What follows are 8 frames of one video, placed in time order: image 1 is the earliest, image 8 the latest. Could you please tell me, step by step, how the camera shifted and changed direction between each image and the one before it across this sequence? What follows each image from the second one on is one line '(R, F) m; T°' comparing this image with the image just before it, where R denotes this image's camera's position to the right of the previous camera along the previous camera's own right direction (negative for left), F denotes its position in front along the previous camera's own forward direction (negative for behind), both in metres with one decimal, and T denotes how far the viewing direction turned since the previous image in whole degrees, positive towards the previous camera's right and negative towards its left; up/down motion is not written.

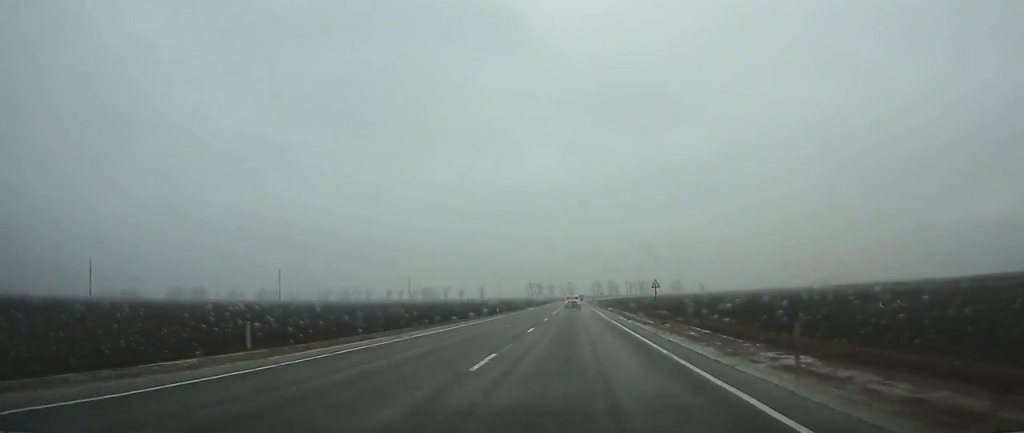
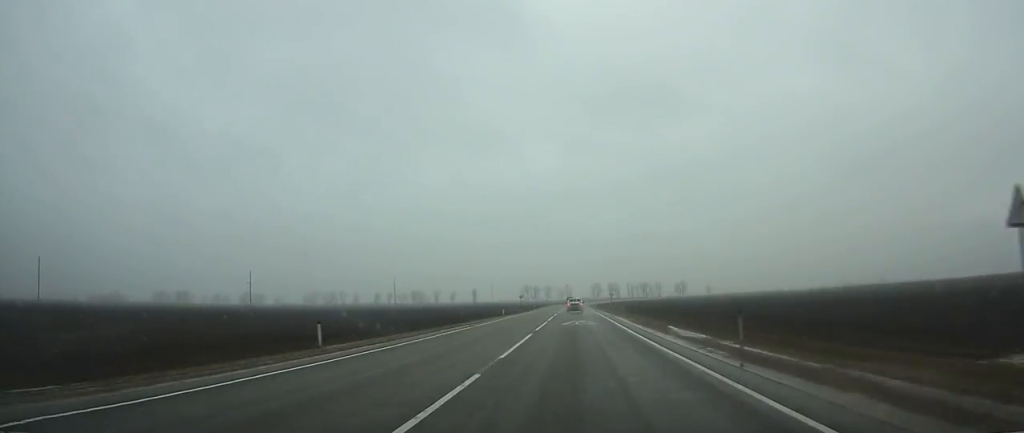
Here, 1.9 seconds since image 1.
(+0.1, +45.2) m; 0°
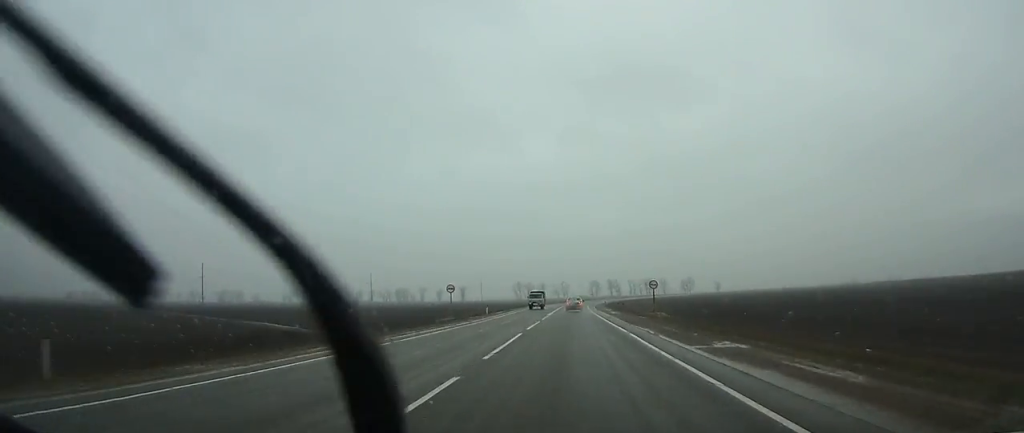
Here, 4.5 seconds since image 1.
(+0.2, +60.1) m; 0°
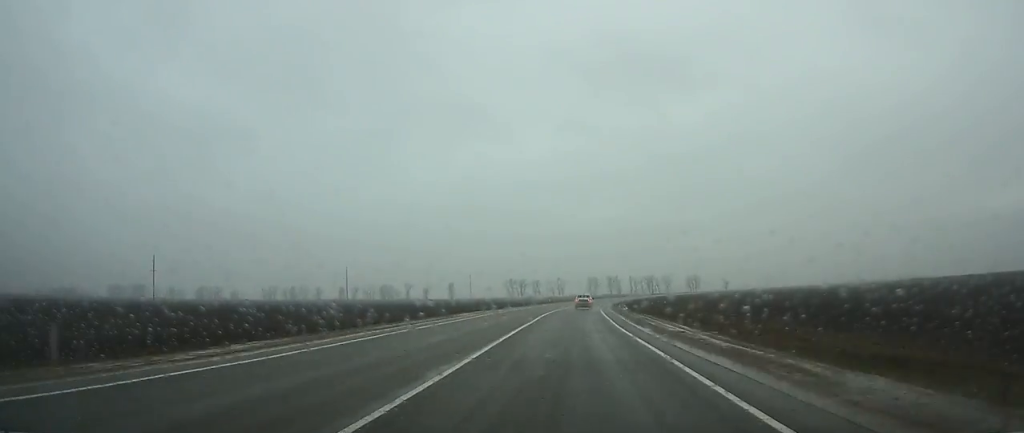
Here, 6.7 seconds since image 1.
(+0.2, +48.6) m; +1°
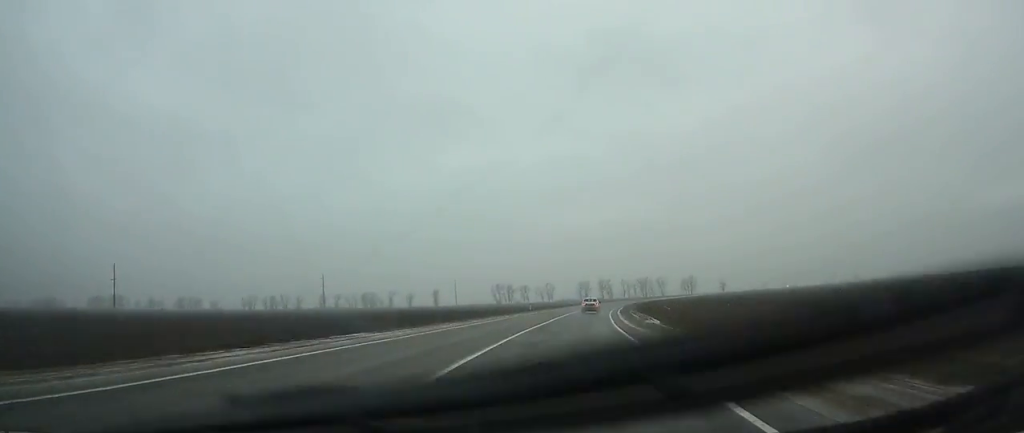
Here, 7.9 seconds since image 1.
(+0.2, +26.9) m; +1°
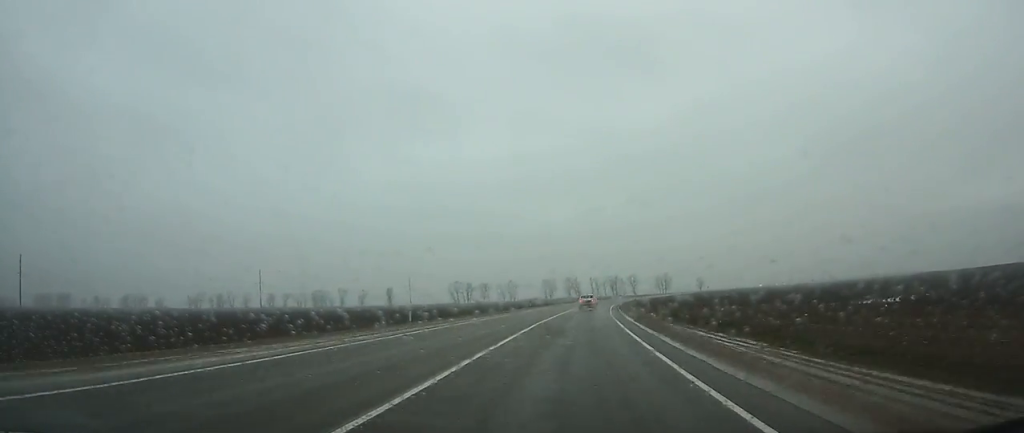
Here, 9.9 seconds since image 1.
(+1.2, +45.7) m; +3°
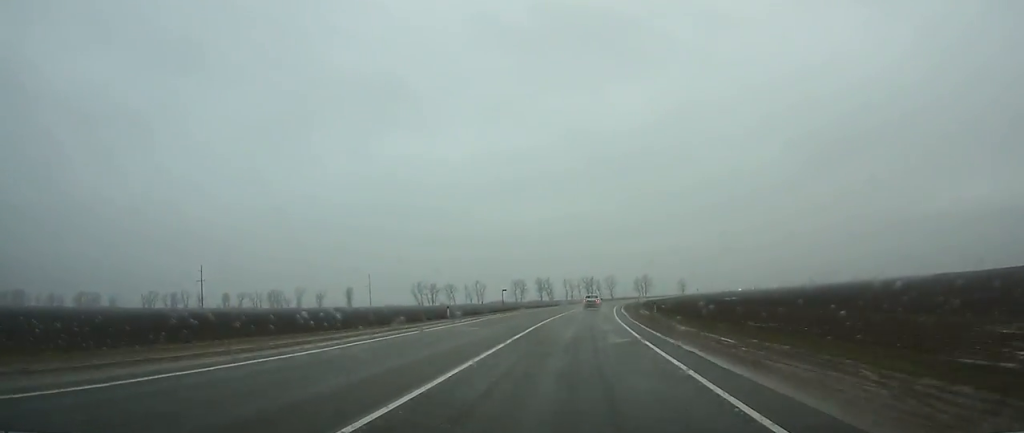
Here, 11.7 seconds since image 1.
(+0.9, +39.1) m; +3°
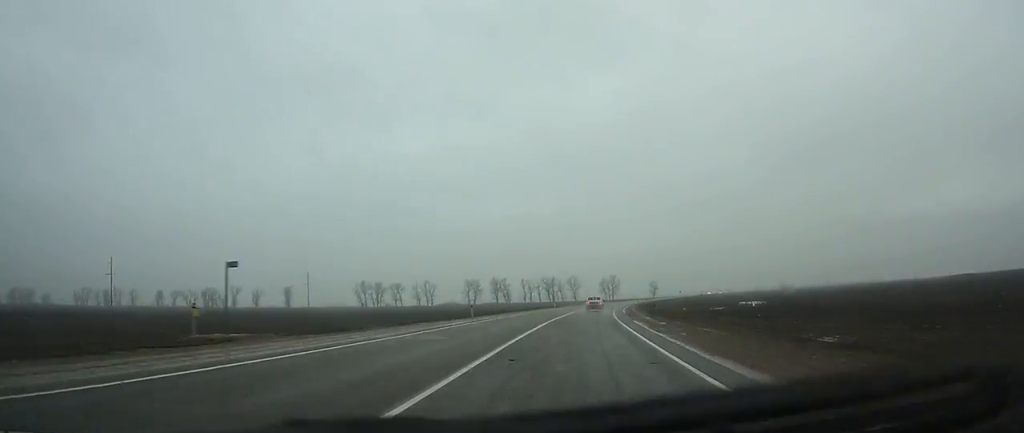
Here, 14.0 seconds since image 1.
(+1.8, +48.4) m; +4°
